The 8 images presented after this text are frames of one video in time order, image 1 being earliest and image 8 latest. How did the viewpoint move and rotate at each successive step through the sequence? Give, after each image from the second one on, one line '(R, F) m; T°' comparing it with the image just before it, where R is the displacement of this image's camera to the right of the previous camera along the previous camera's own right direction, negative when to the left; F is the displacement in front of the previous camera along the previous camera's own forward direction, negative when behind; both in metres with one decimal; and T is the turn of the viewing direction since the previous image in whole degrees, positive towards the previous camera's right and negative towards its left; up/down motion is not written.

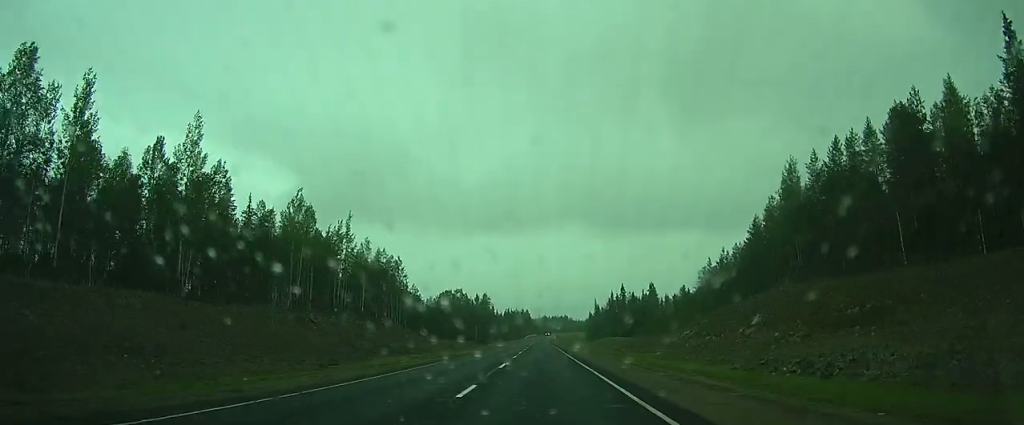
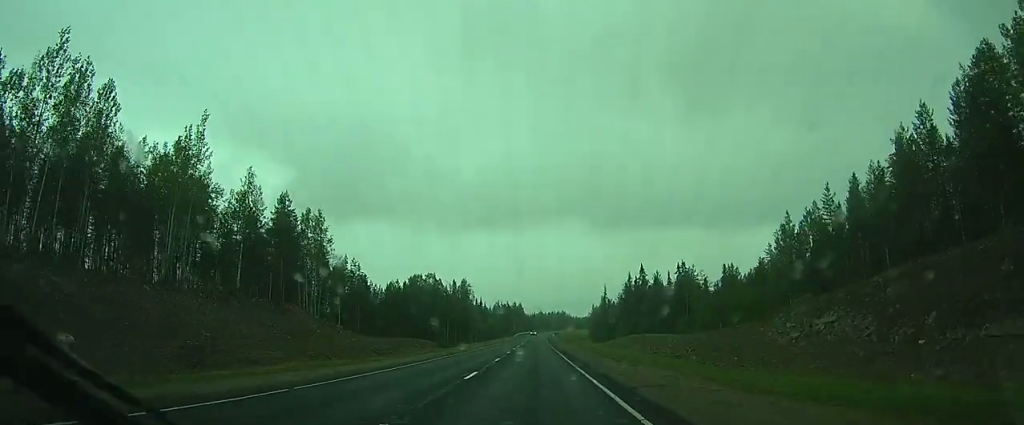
(+0.5, +42.9) m; +1°
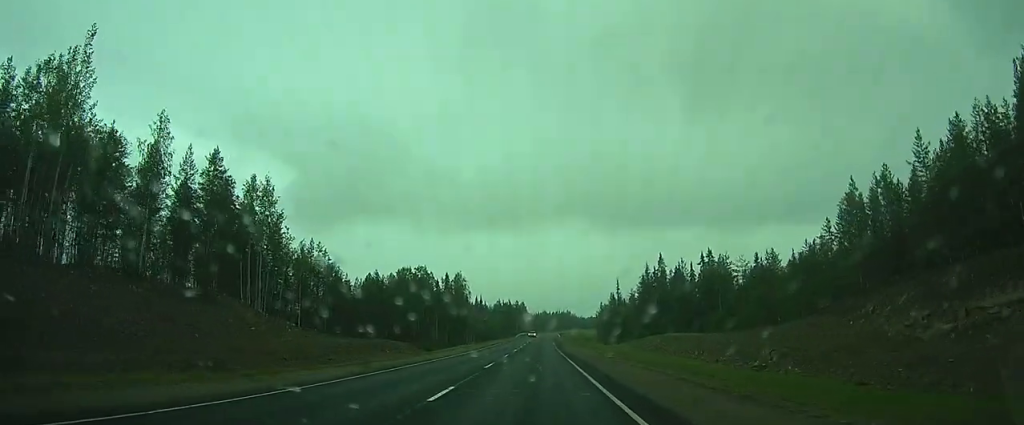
(0.0, +17.5) m; 0°
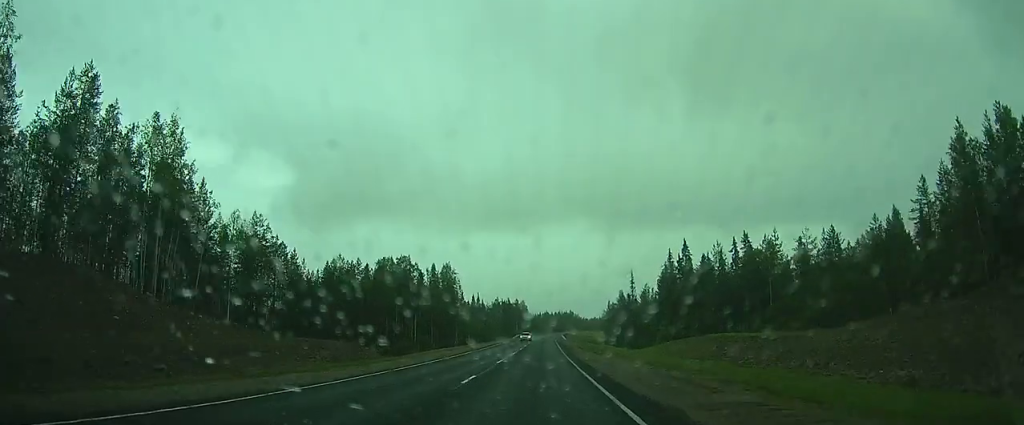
(-0.1, +19.0) m; 0°
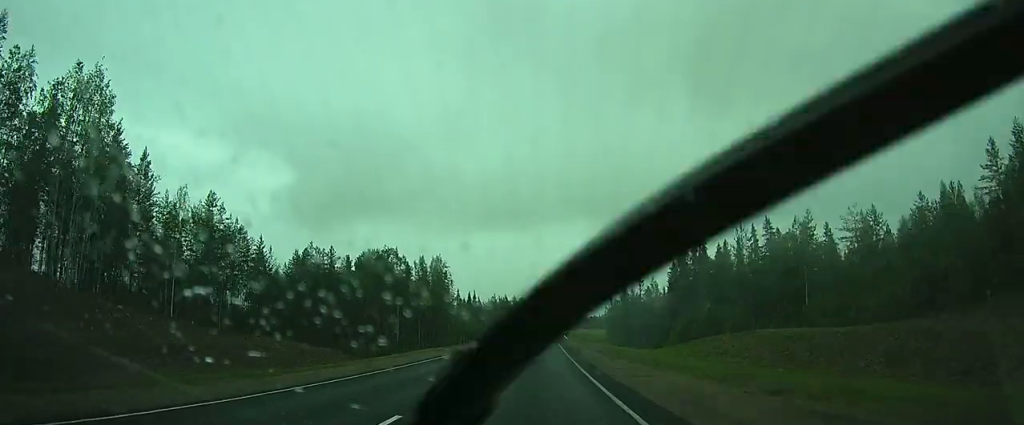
(0.0, +9.9) m; 0°
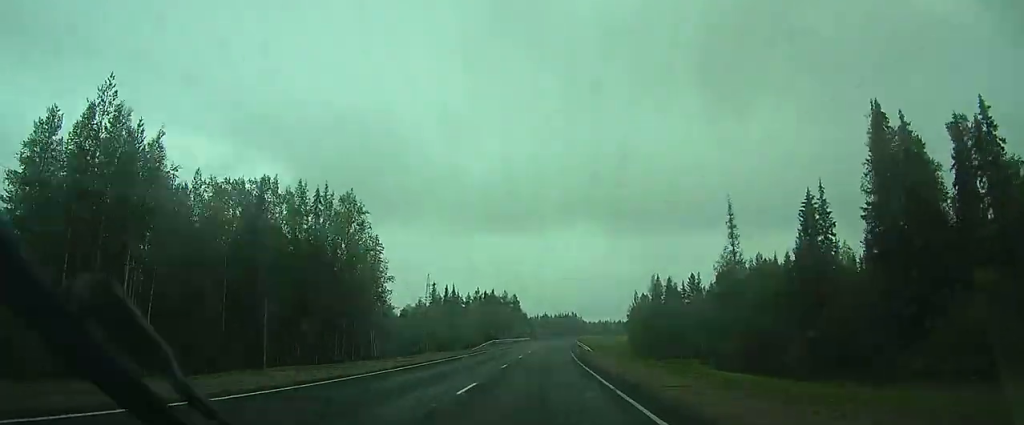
(-0.3, +52.5) m; 0°
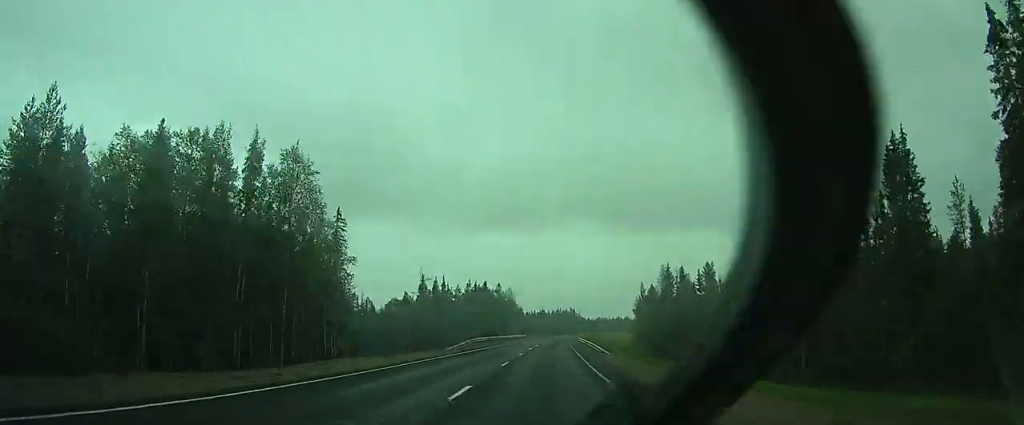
(+0.1, +13.6) m; 0°
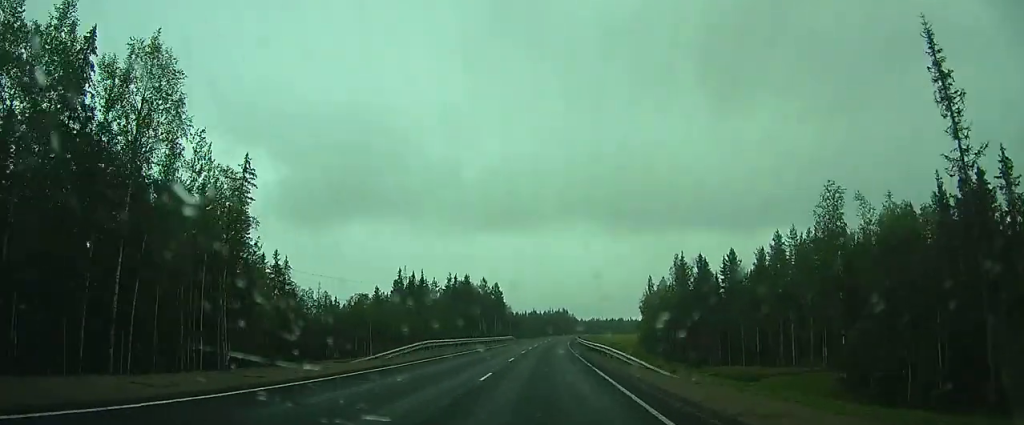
(0.0, +18.8) m; 0°
